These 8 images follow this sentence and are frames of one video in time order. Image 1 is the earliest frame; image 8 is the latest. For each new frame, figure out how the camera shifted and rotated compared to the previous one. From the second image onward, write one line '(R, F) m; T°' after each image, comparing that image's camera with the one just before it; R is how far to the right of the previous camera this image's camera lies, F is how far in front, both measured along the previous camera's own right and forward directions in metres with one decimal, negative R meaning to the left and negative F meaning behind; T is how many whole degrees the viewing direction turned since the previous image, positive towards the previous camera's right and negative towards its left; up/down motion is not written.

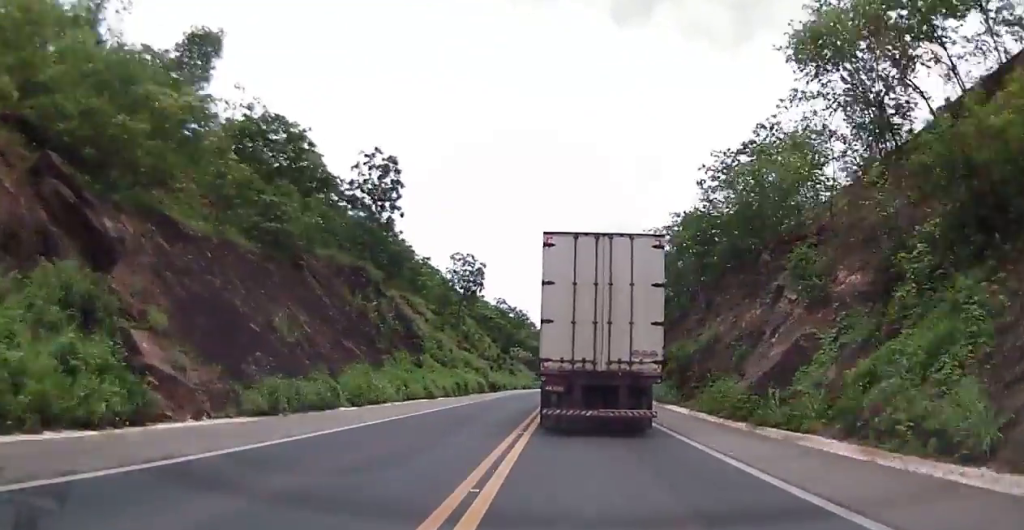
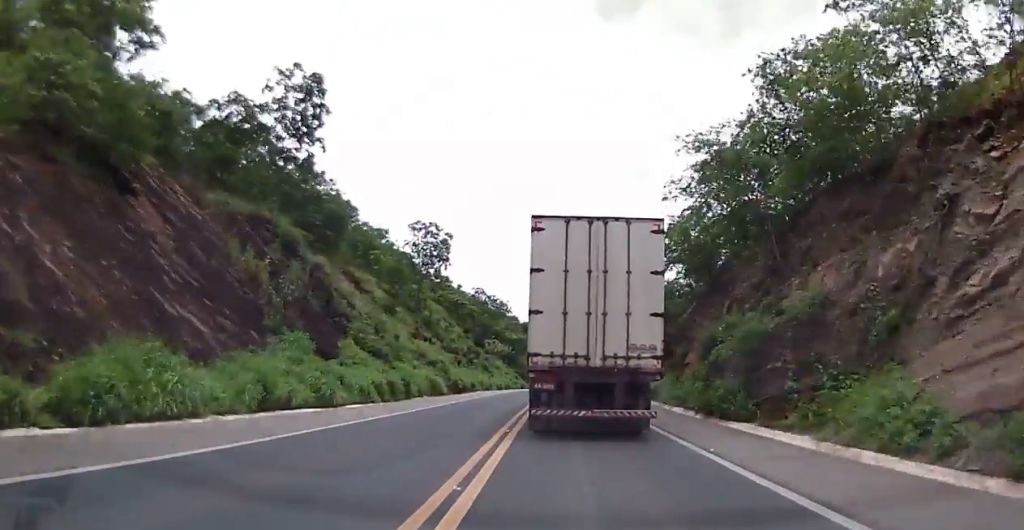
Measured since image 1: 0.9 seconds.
(+0.1, +16.6) m; +1°
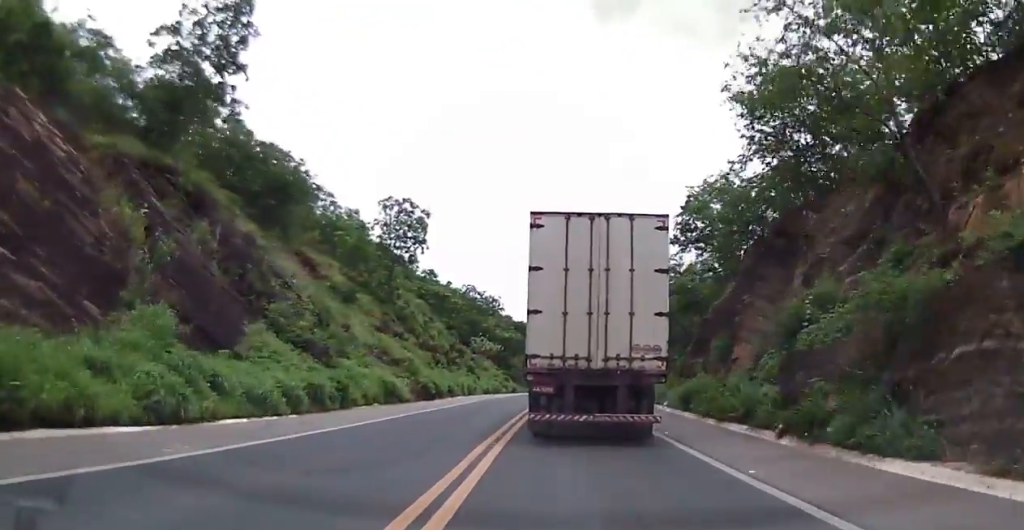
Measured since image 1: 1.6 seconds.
(0.0, +10.9) m; +1°
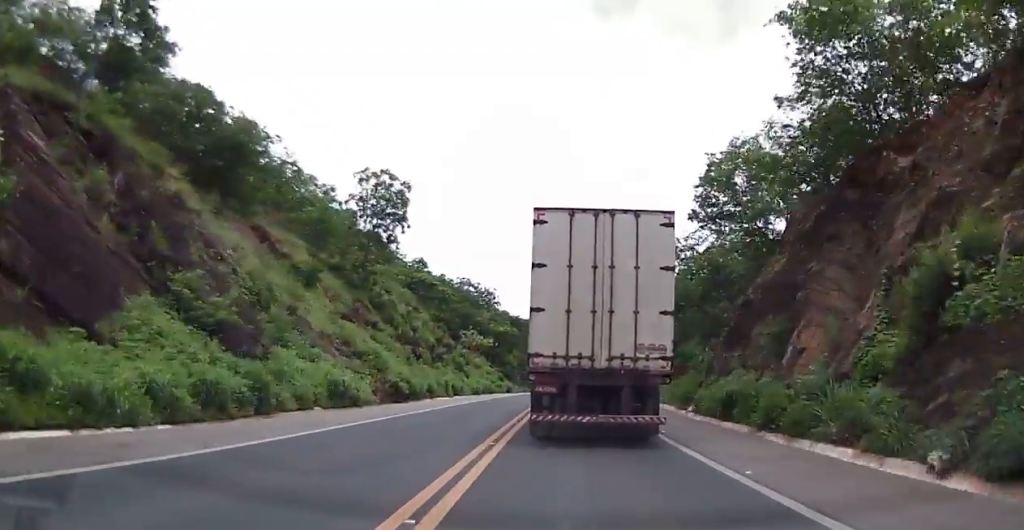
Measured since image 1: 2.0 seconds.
(+0.1, +7.8) m; +1°
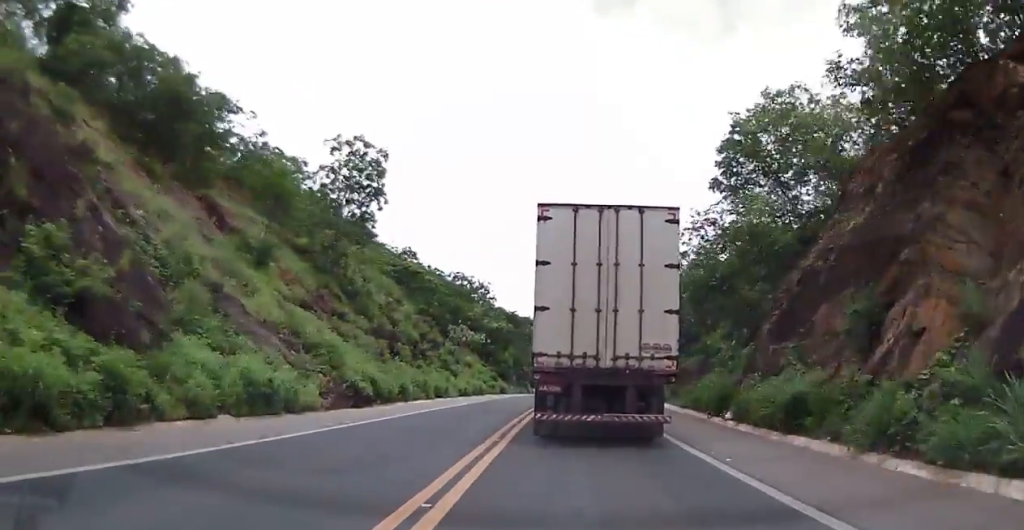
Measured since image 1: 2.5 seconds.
(0.0, +7.1) m; +1°
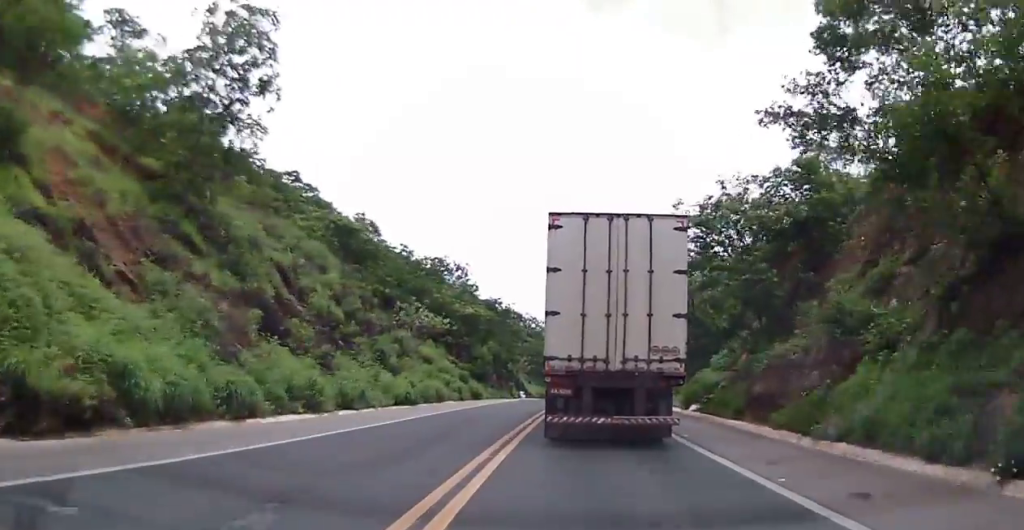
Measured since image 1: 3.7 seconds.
(+0.1, +18.9) m; -1°
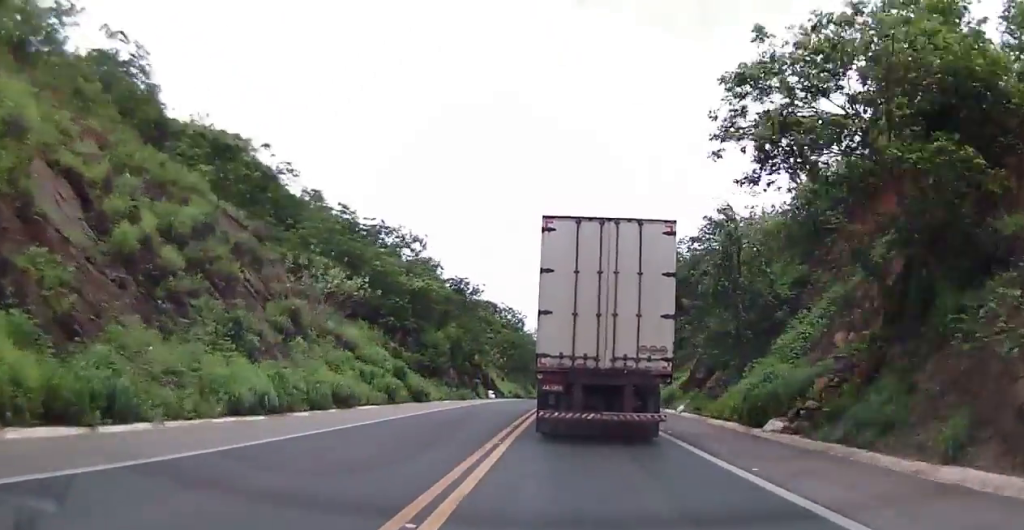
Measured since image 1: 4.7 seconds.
(-0.2, +15.4) m; 0°
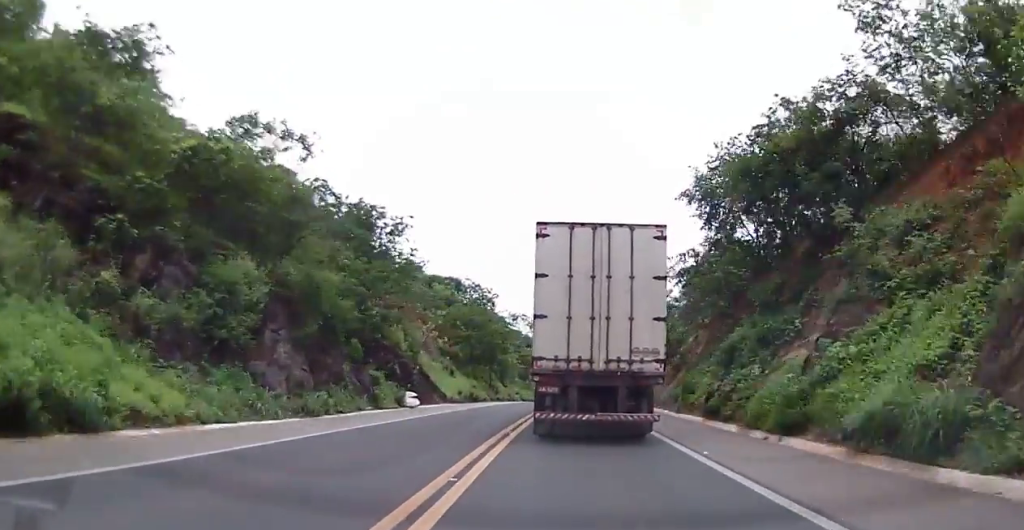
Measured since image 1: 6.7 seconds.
(+0.7, +28.1) m; +2°
